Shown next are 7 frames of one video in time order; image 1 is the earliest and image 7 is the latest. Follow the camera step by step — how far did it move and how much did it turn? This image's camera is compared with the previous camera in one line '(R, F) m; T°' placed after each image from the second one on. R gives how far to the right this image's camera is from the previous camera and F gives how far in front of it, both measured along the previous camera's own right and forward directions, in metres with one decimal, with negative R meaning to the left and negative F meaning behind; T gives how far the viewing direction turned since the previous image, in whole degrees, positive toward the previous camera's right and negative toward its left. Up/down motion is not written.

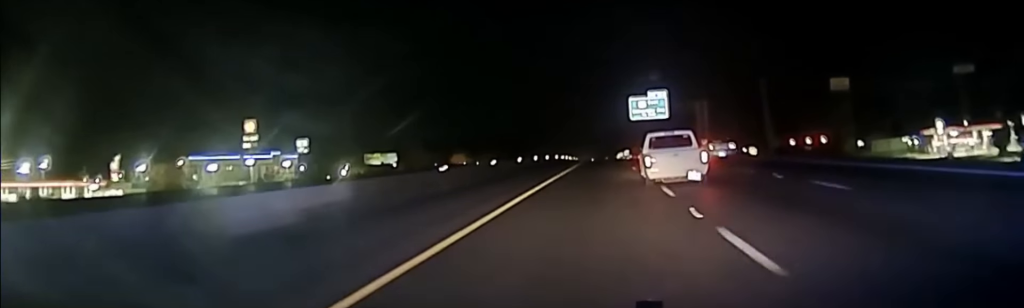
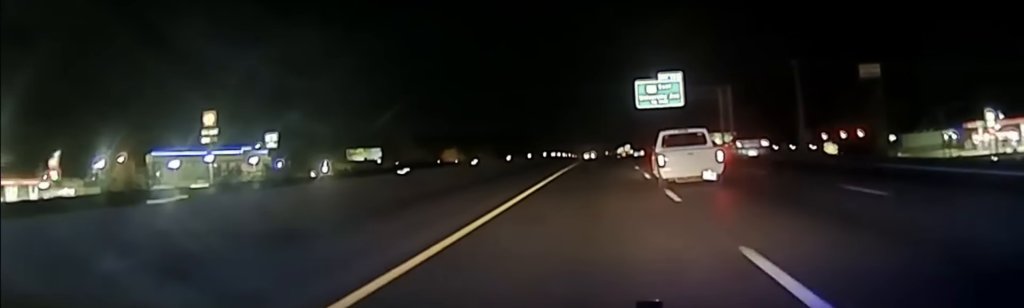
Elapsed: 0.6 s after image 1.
(-0.2, +28.7) m; 0°
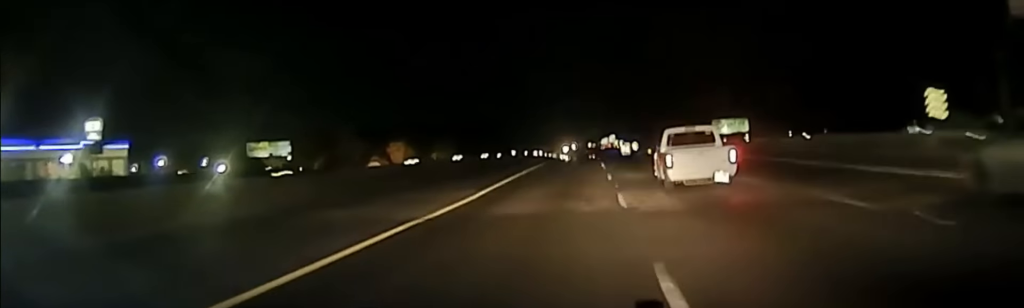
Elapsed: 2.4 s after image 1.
(+0.5, +96.3) m; +1°
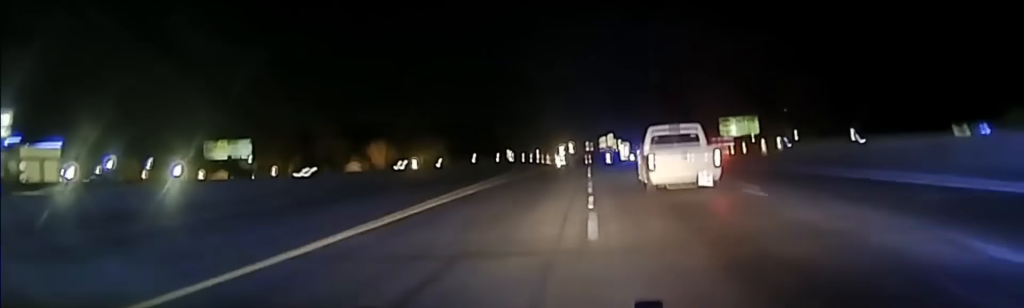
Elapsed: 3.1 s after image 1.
(+0.1, +28.9) m; 0°
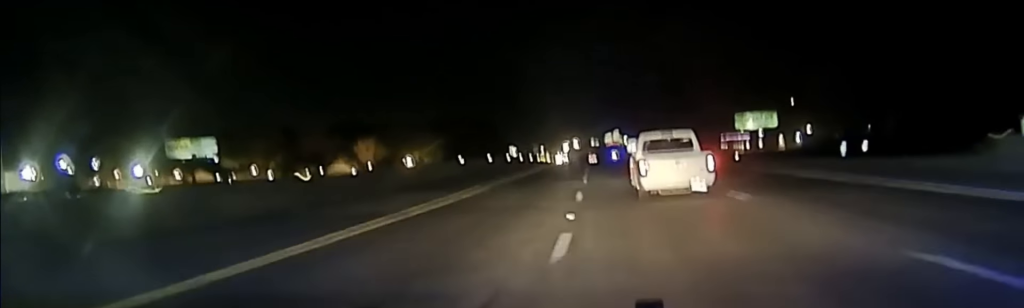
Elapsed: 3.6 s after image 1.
(+0.1, +24.7) m; 0°
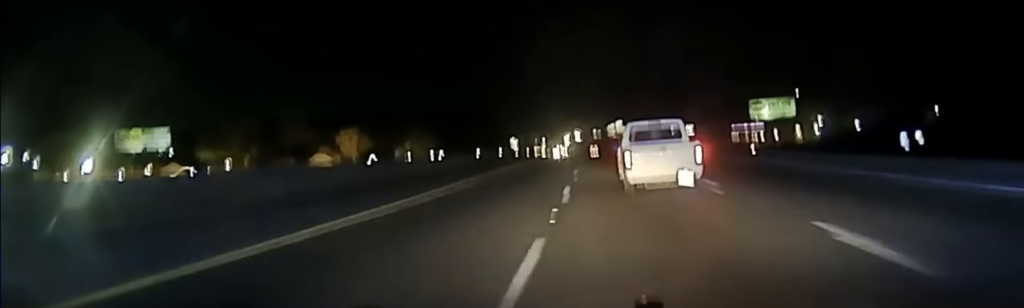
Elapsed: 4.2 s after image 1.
(0.0, +23.4) m; 0°
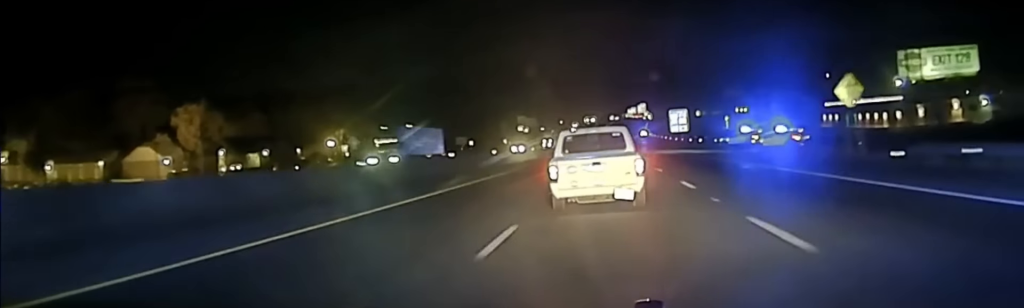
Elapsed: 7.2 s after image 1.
(-2.2, +116.2) m; -2°
